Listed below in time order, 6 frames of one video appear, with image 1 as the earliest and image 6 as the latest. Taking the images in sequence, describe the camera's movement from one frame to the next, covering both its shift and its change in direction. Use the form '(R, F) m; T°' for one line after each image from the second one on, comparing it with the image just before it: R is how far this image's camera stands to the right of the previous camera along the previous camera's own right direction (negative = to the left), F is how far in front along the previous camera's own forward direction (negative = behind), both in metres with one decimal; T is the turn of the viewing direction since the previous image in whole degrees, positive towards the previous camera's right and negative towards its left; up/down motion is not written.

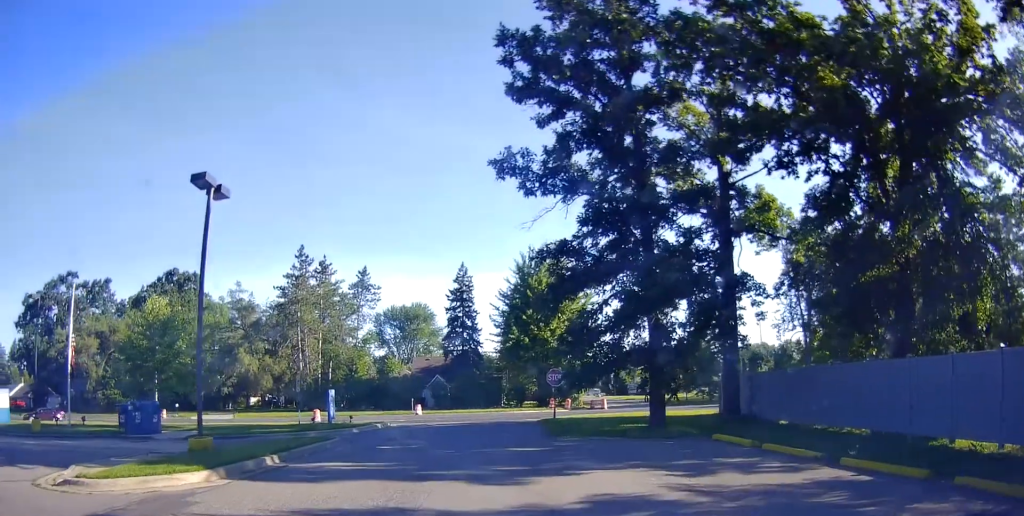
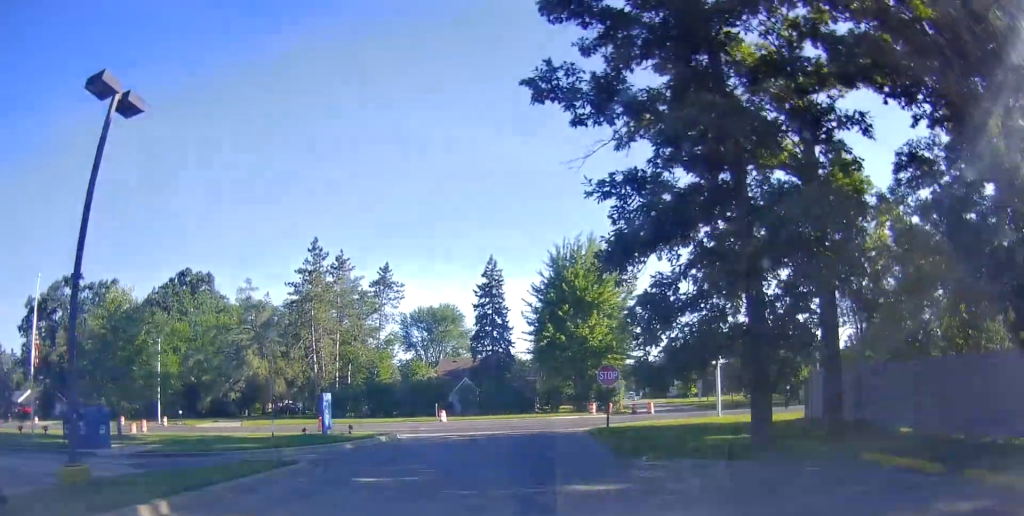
(-0.9, +5.2) m; -3°
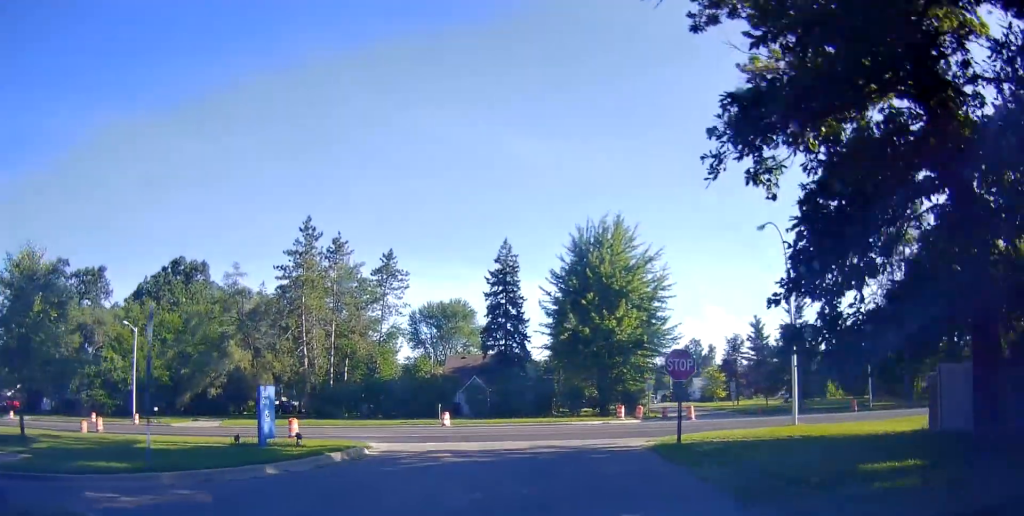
(+0.8, +6.8) m; +1°
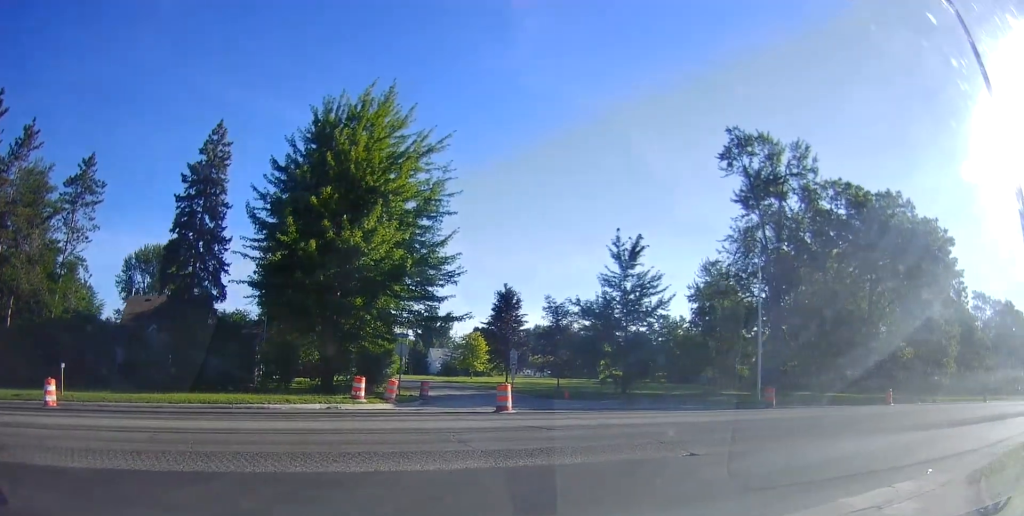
(+3.1, +23.4) m; +28°
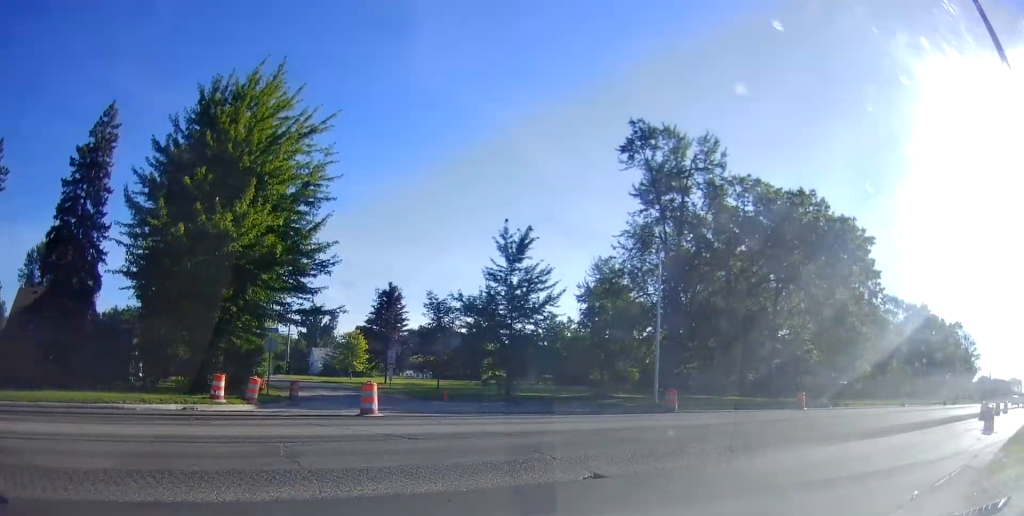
(+0.1, +3.1) m; +10°
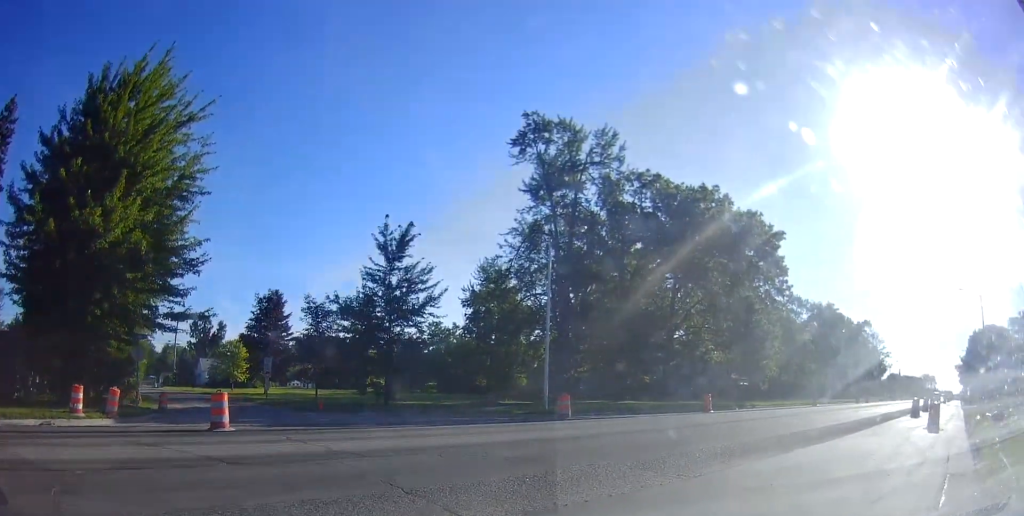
(-0.1, +2.6) m; +9°
